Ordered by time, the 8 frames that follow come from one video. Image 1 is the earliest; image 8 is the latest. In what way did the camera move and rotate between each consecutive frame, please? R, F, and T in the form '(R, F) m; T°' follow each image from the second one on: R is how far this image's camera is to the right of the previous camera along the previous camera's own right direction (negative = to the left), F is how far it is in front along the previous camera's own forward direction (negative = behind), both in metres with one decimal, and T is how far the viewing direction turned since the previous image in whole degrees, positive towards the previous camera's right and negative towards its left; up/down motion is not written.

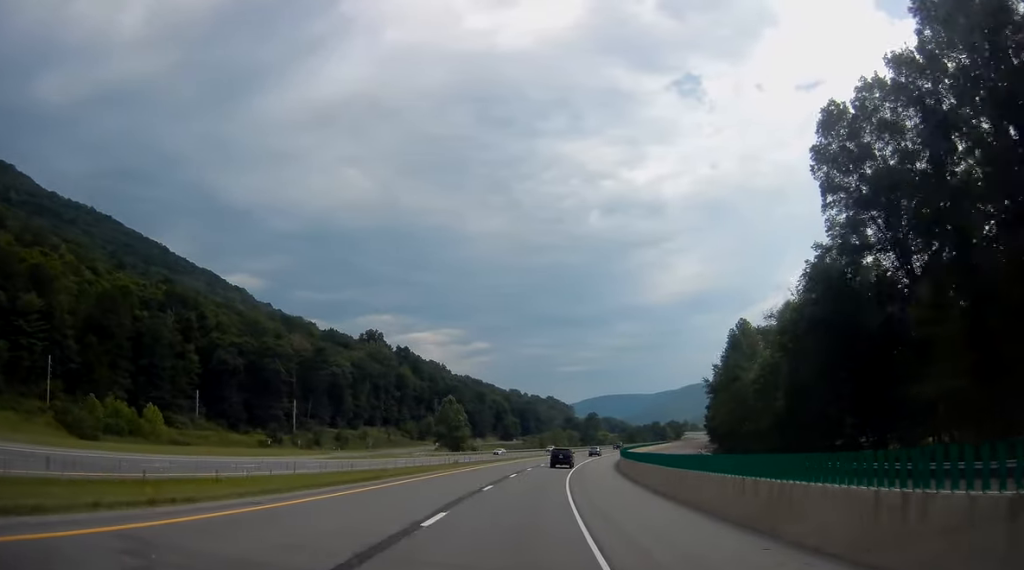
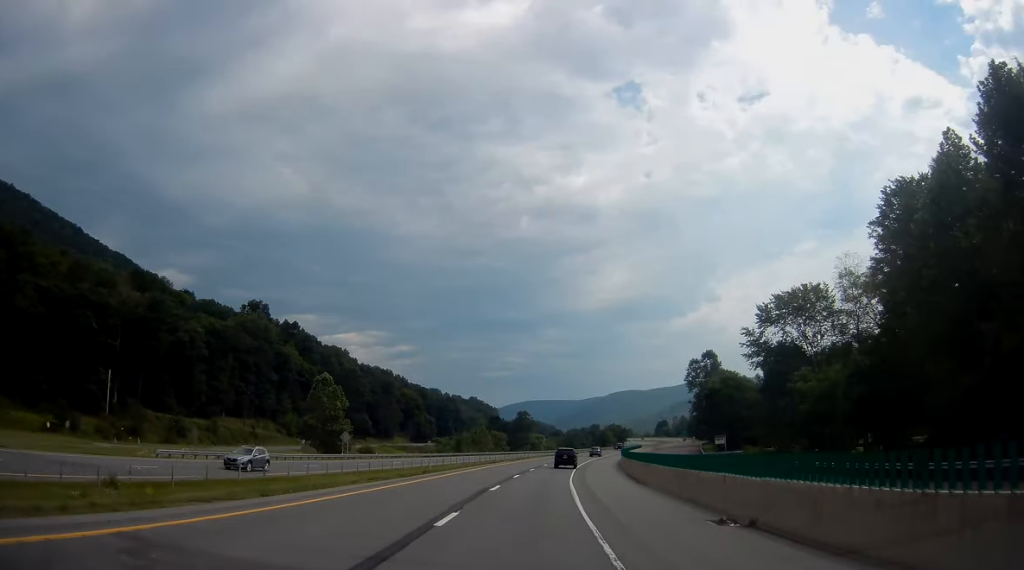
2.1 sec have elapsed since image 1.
(+4.1, +62.5) m; +7°
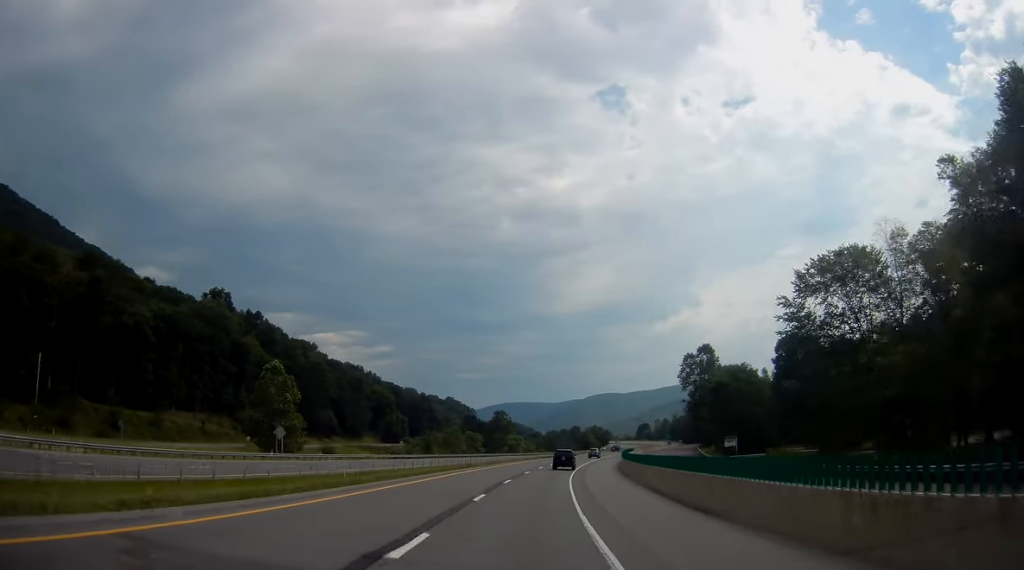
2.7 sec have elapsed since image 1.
(0.0, +15.9) m; +2°
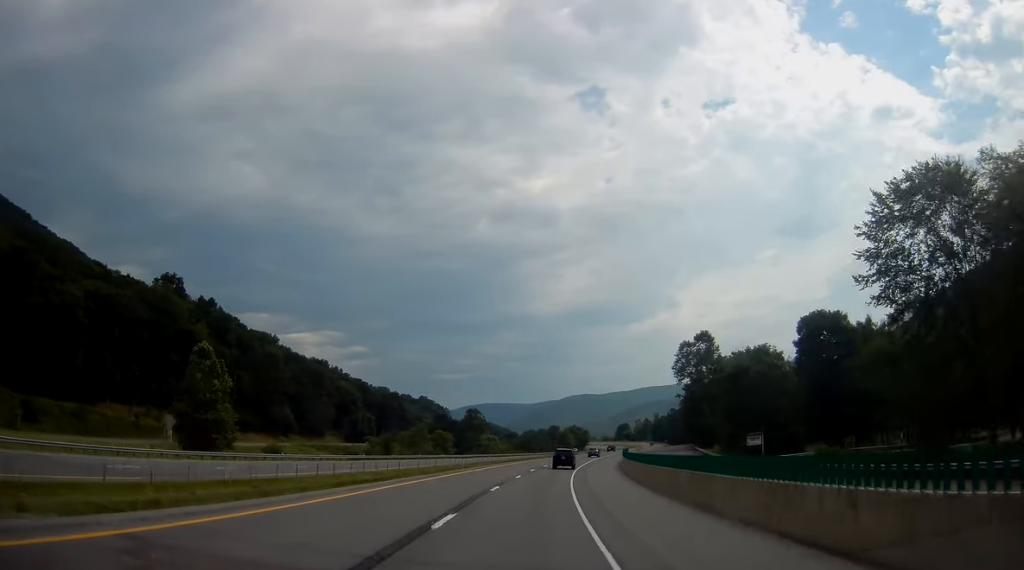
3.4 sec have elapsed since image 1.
(+0.7, +18.4) m; +3°
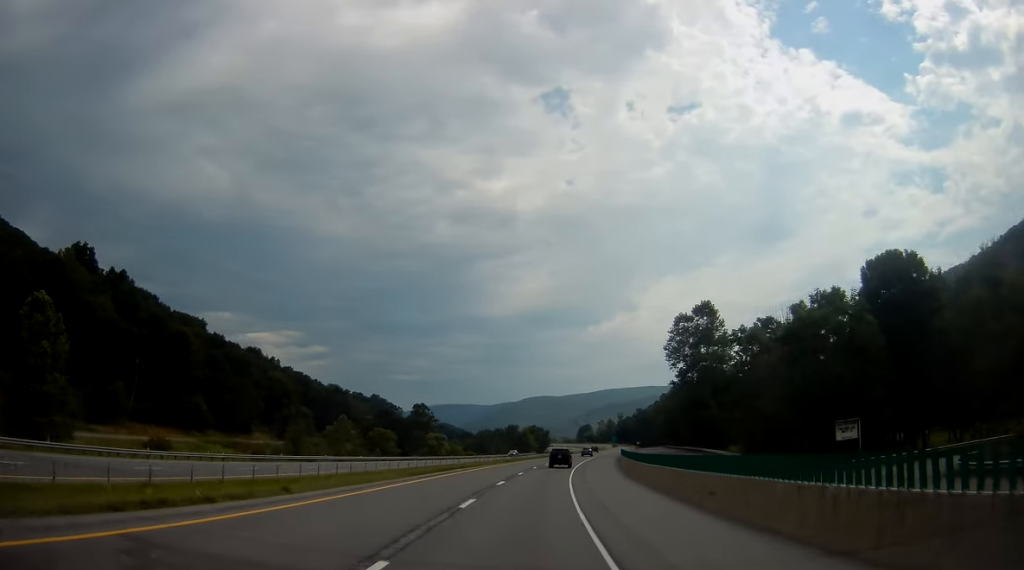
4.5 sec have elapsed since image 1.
(+1.0, +30.6) m; +4°
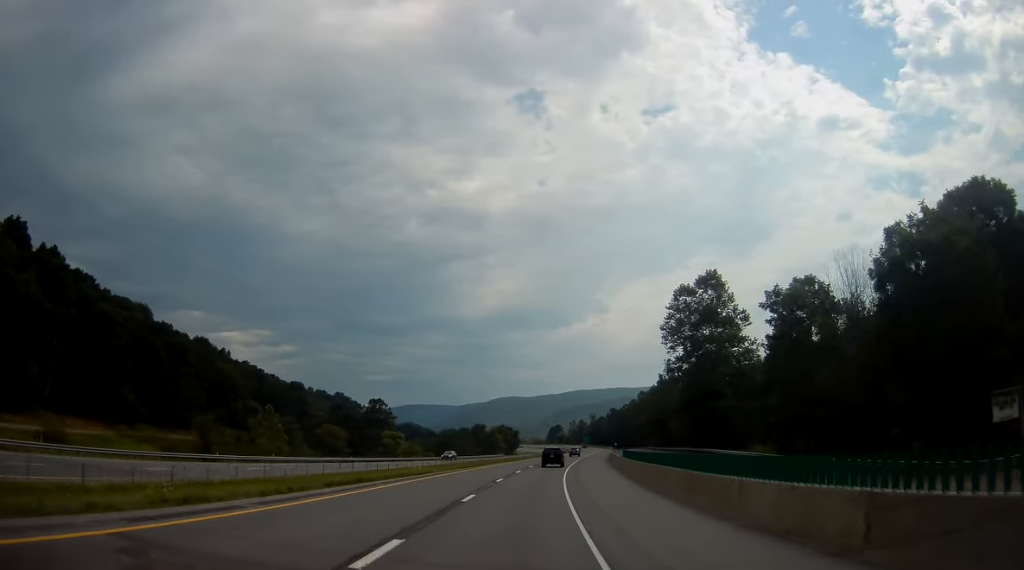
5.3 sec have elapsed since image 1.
(+0.6, +21.8) m; +2°
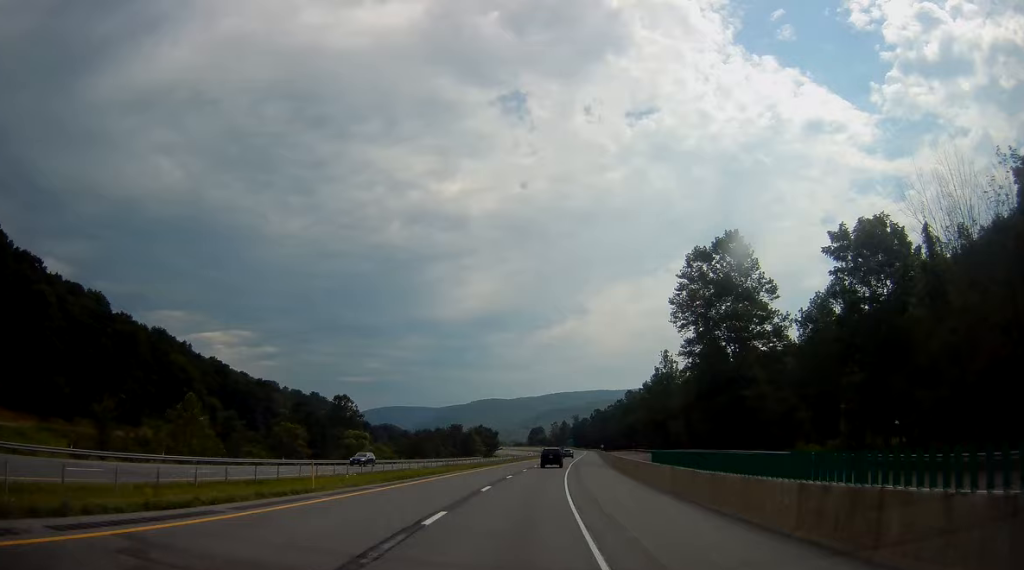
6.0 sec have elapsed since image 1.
(+0.4, +19.5) m; +2°
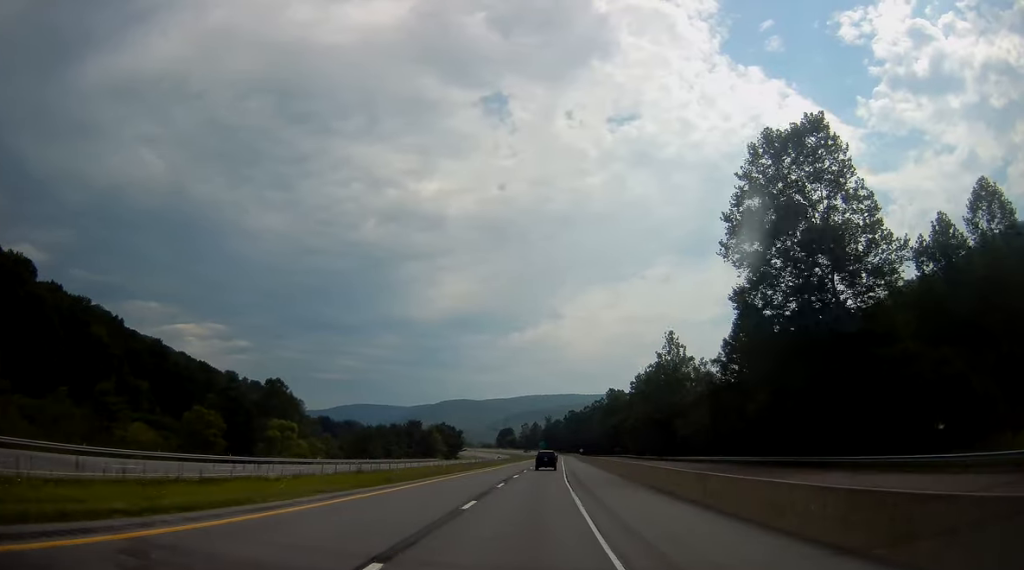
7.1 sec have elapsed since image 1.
(+1.0, +34.5) m; +4°
